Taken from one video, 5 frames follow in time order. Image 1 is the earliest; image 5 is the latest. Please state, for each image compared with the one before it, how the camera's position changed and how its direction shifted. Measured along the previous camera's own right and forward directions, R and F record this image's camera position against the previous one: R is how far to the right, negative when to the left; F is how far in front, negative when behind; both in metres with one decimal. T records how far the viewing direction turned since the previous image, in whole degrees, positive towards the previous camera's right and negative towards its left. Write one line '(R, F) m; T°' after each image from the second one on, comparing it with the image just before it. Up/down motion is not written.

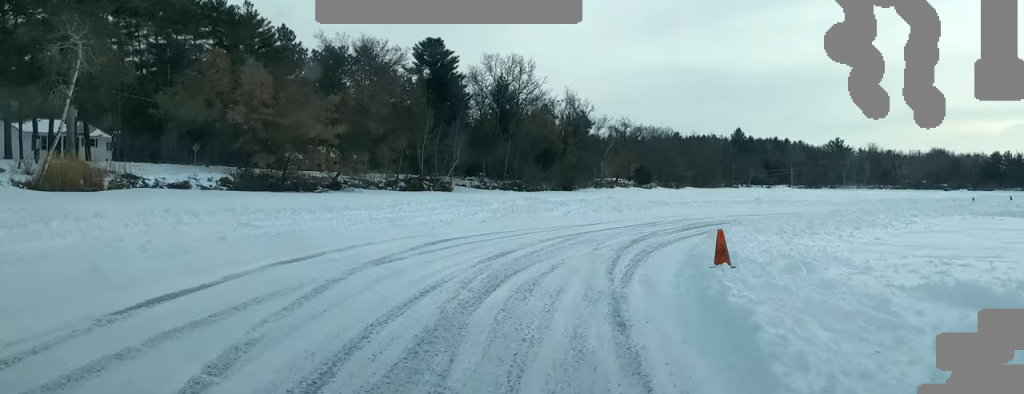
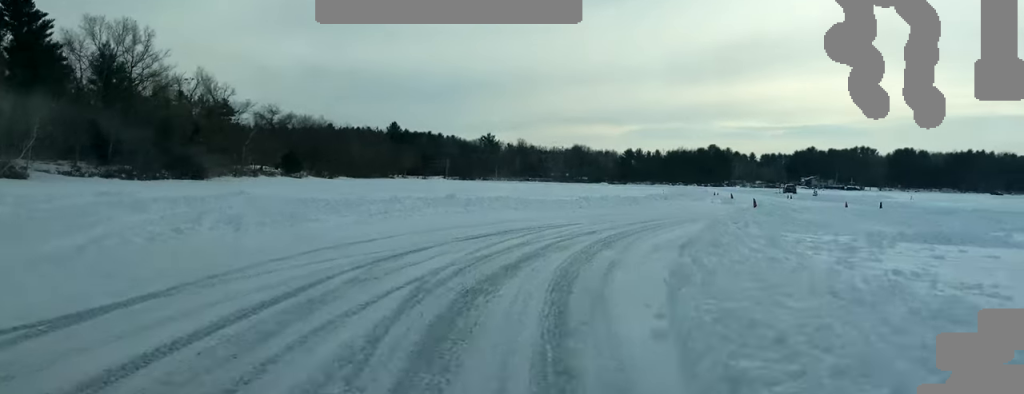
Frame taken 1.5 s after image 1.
(+3.5, +22.2) m; +16°
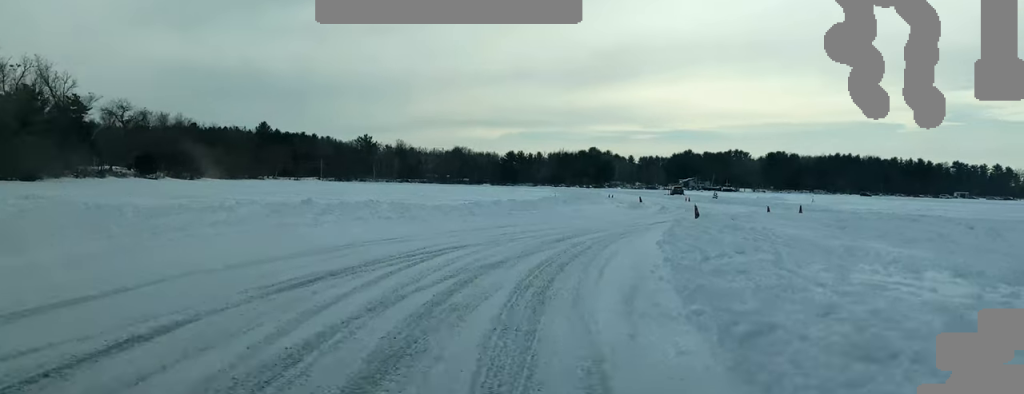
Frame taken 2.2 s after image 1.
(+0.6, +10.1) m; +7°
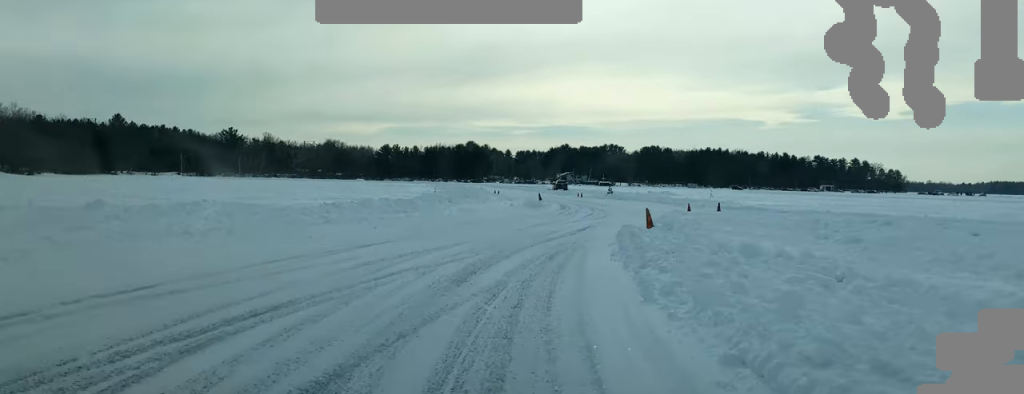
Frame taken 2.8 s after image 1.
(+0.1, +10.1) m; +7°
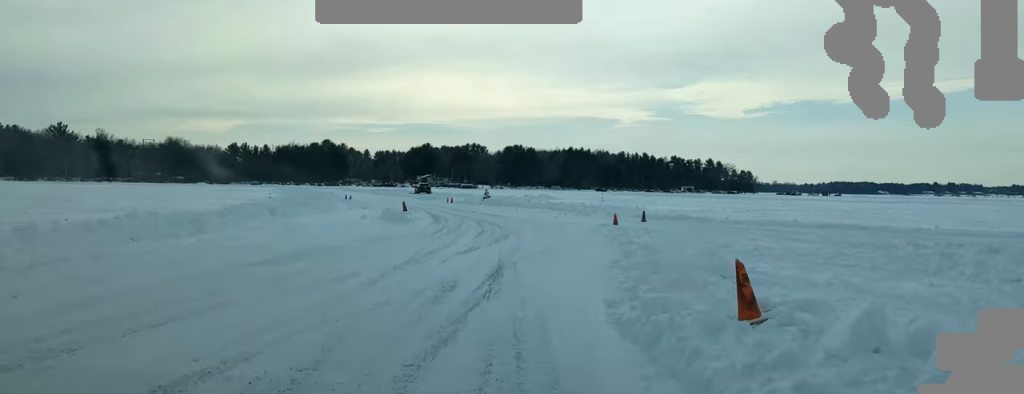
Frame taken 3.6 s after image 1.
(+1.5, +13.8) m; +6°
